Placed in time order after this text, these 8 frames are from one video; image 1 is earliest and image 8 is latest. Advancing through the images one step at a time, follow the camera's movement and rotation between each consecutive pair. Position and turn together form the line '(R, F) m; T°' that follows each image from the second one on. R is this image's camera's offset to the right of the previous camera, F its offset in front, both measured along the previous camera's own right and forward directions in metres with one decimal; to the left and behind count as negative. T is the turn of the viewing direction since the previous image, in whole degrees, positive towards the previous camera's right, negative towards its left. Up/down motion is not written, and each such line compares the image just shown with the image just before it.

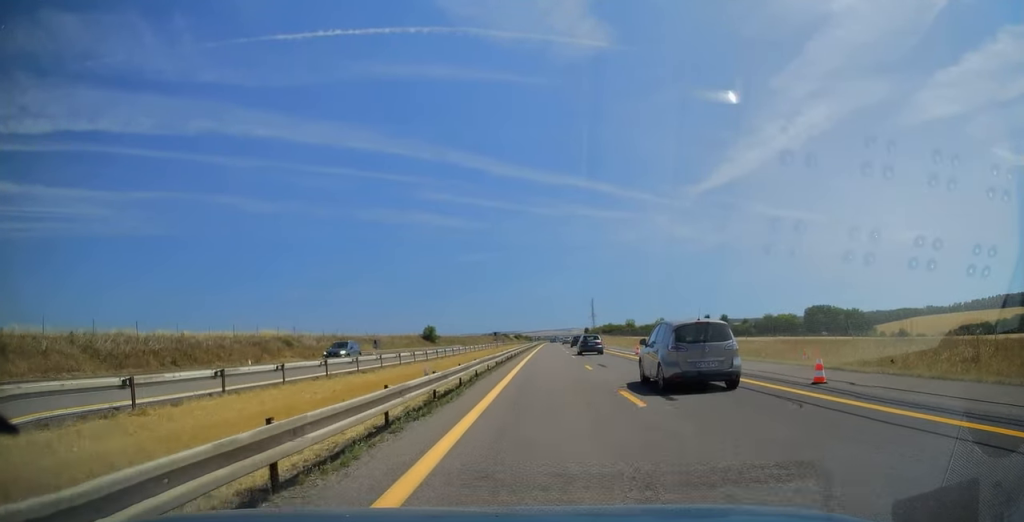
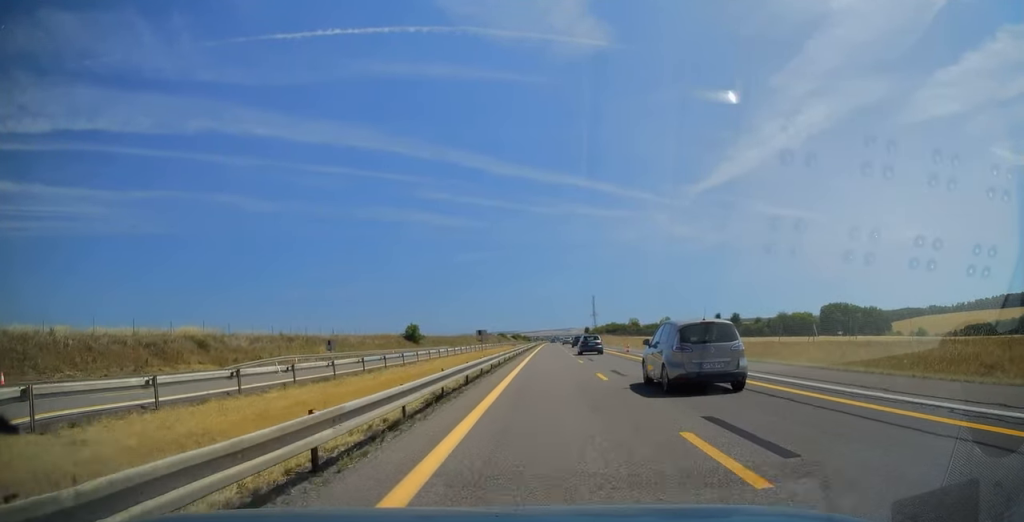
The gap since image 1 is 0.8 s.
(0.0, +19.0) m; +1°
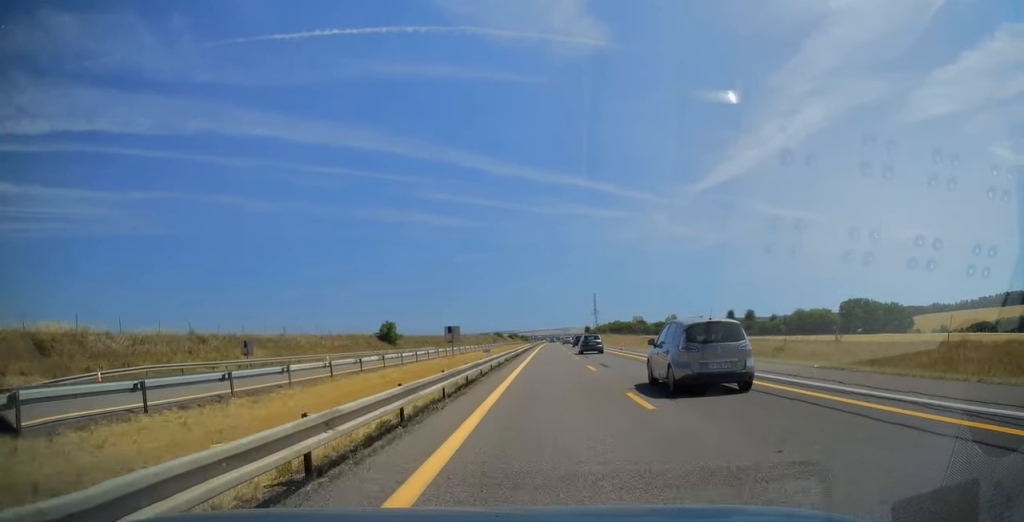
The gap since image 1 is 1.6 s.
(+0.1, +20.3) m; 0°
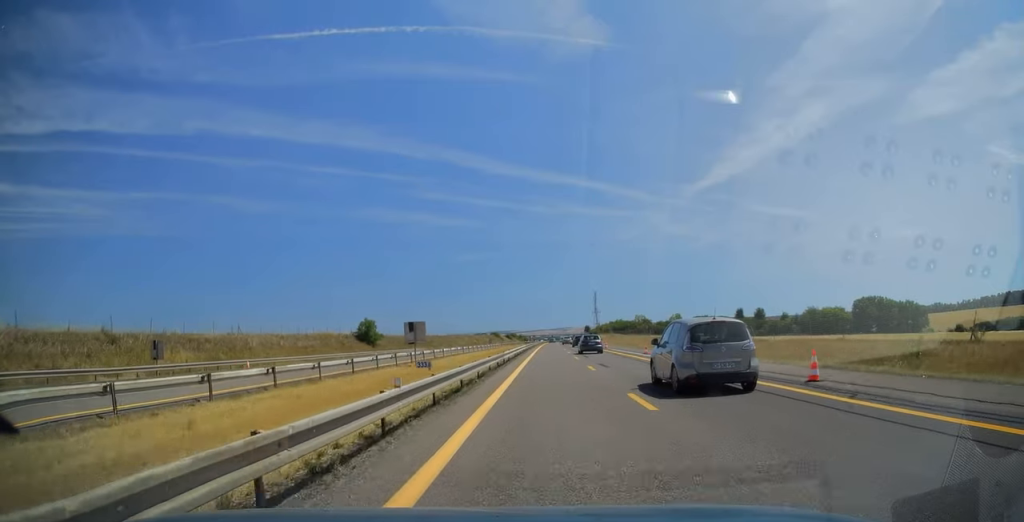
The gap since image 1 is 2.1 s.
(+0.2, +13.1) m; 0°
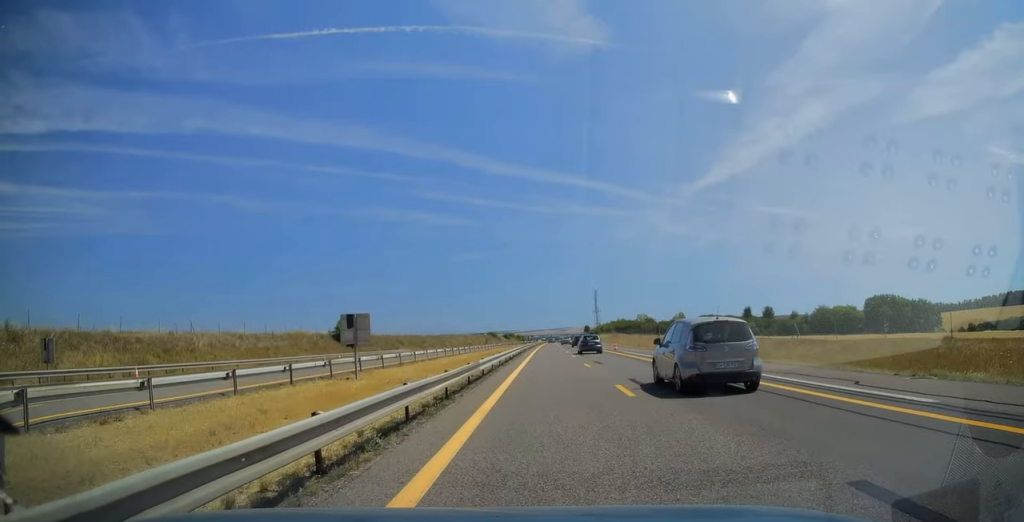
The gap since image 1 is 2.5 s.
(-0.1, +10.6) m; 0°
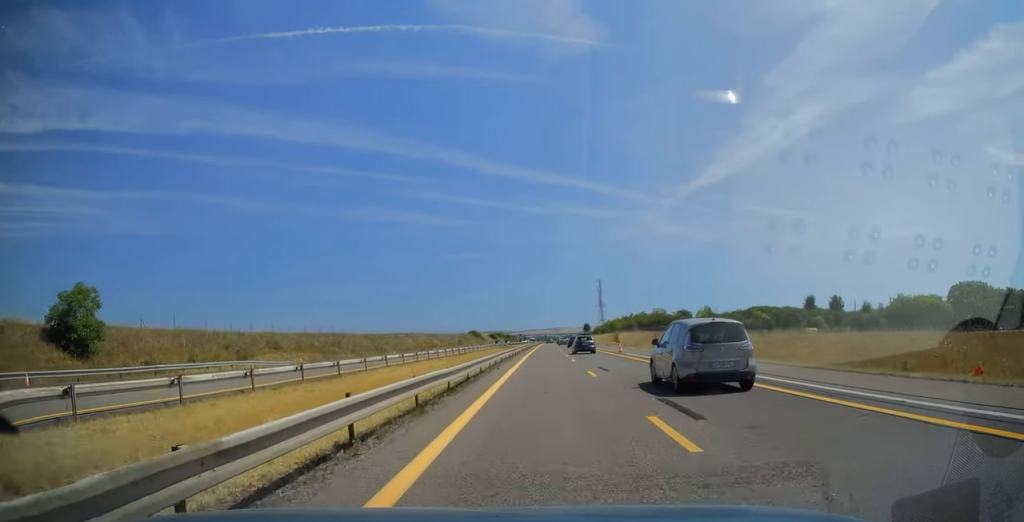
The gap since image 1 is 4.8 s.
(+0.5, +58.1) m; +1°
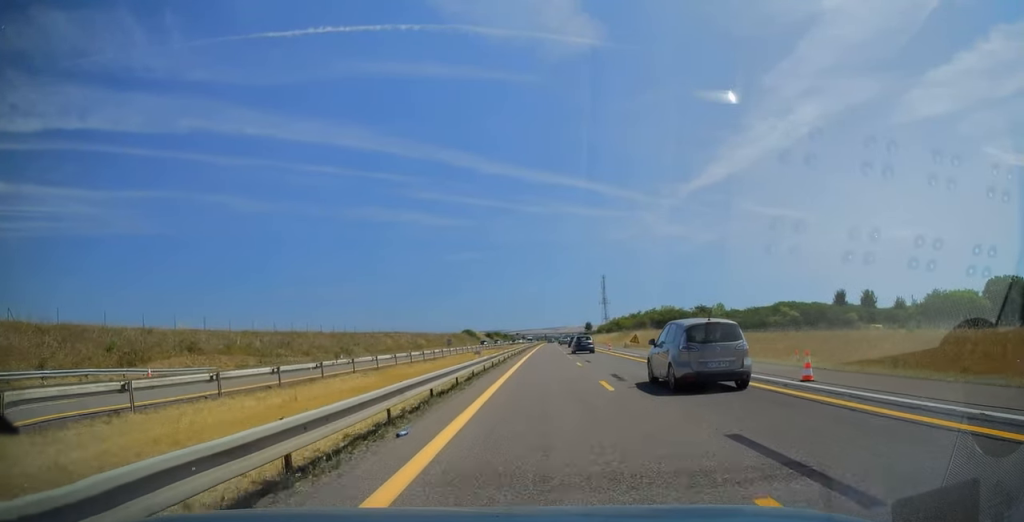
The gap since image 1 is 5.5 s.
(-0.1, +18.0) m; 0°
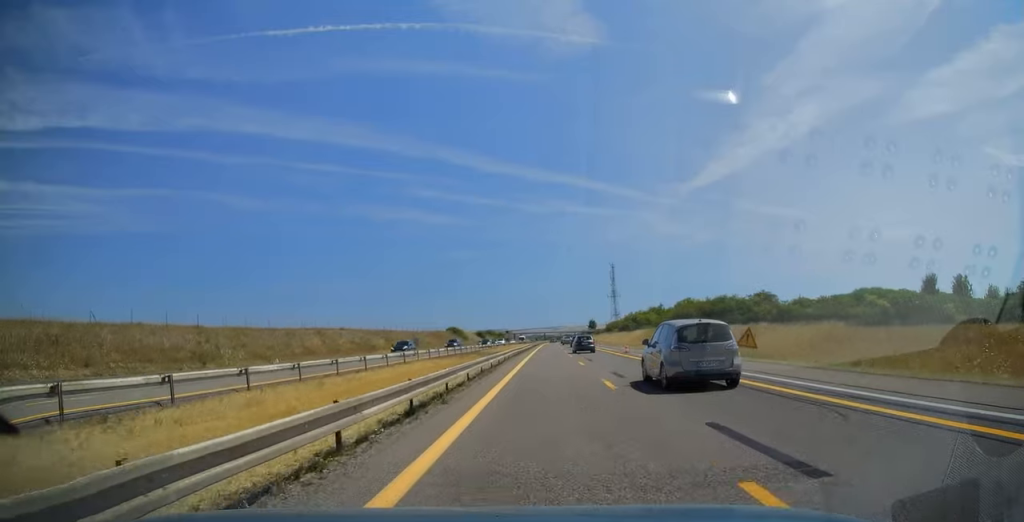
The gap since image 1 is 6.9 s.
(0.0, +38.4) m; +1°
